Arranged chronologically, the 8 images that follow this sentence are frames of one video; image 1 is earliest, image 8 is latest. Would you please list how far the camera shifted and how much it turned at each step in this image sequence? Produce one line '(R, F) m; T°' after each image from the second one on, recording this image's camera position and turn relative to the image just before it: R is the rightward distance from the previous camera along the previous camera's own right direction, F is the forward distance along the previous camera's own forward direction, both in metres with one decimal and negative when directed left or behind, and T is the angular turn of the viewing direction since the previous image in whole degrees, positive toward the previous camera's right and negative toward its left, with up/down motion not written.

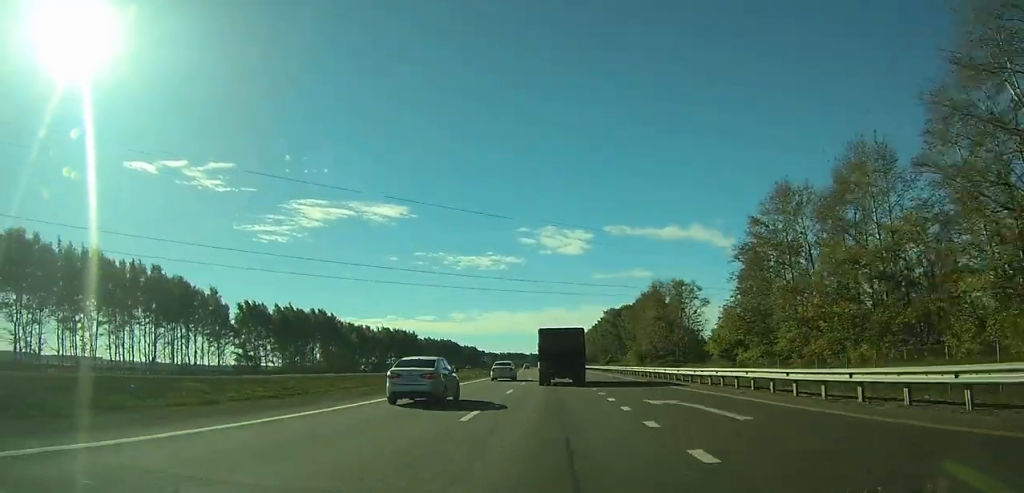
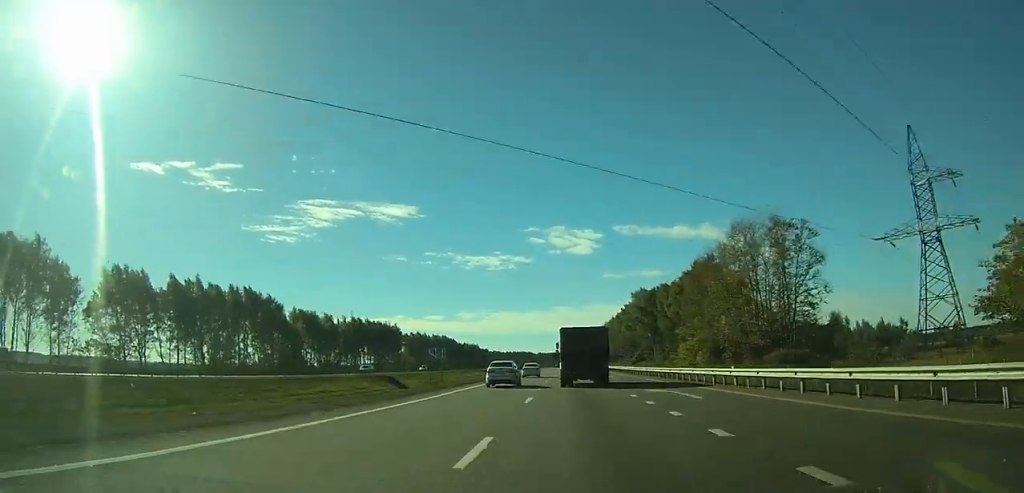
(-0.3, +53.2) m; -1°
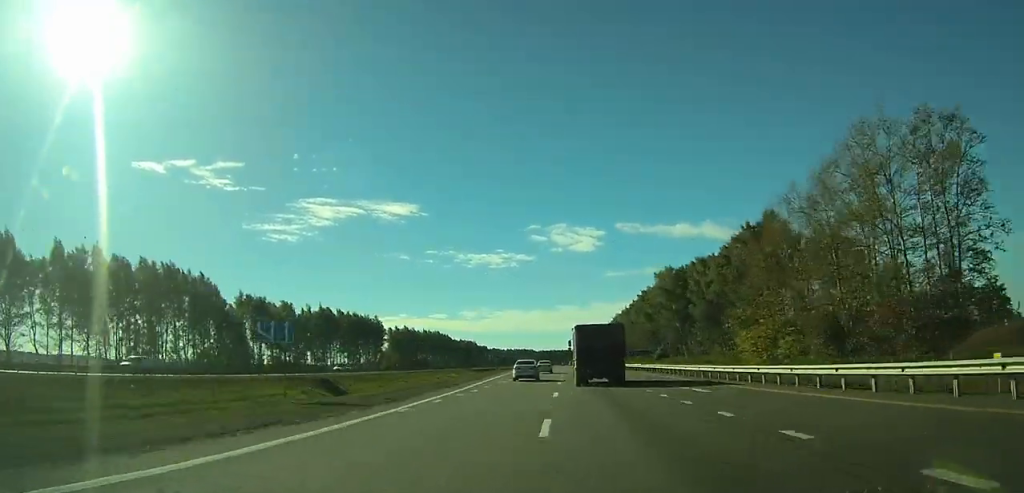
(-0.3, +32.8) m; -1°
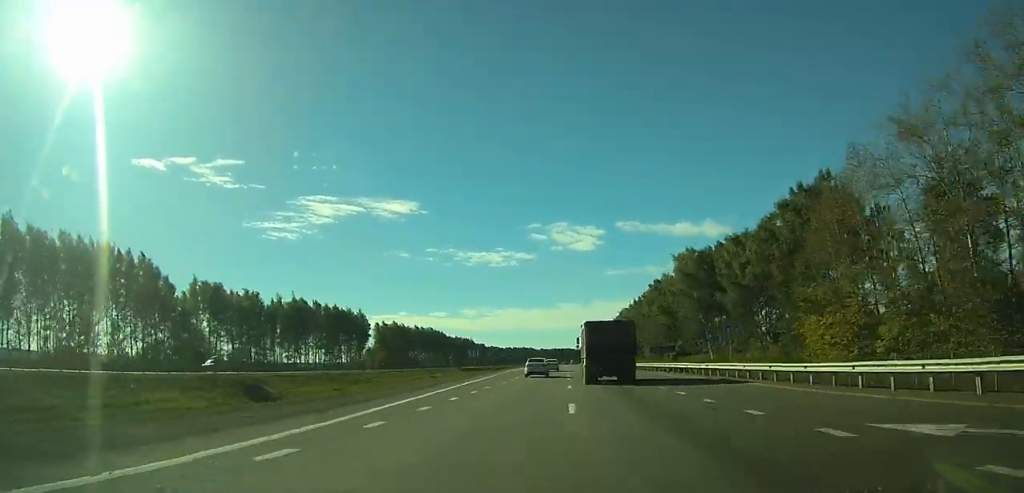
(0.0, +19.9) m; 0°
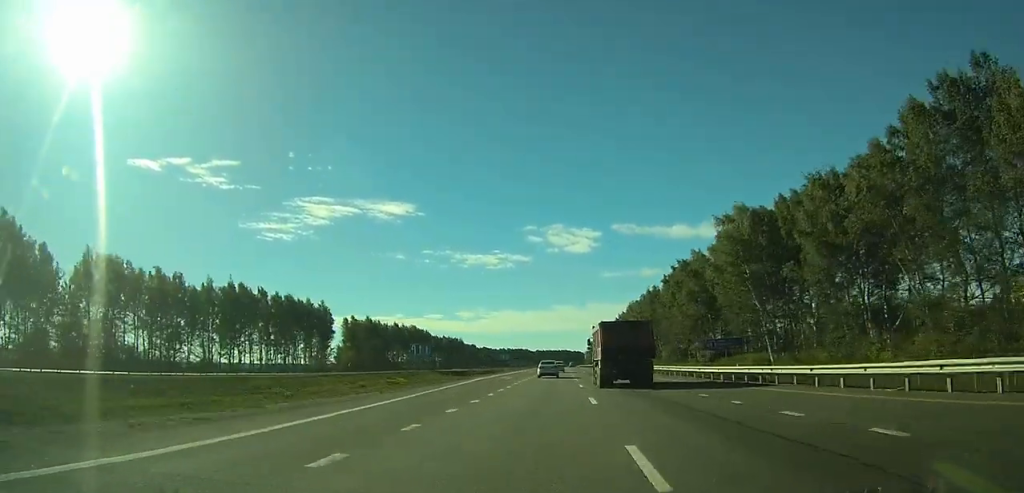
(-0.1, +31.7) m; 0°
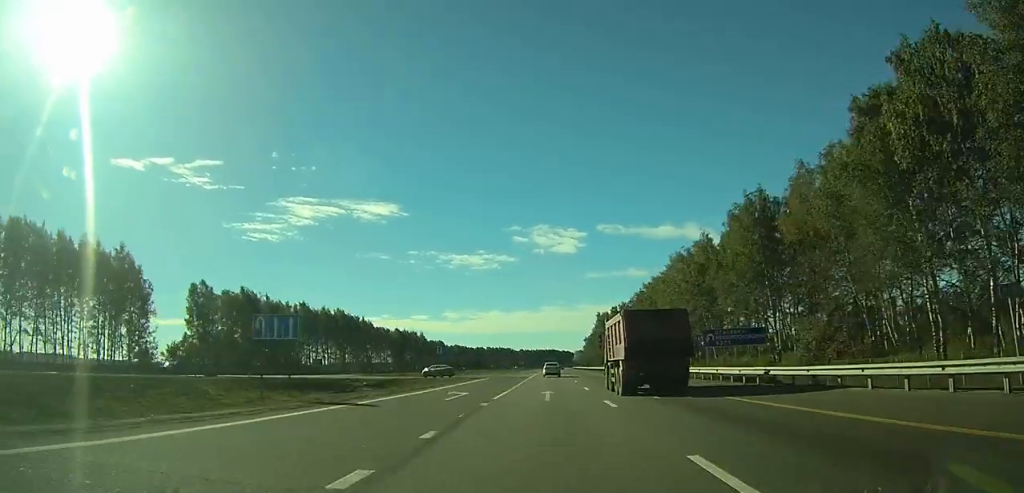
(+0.7, +84.7) m; +1°
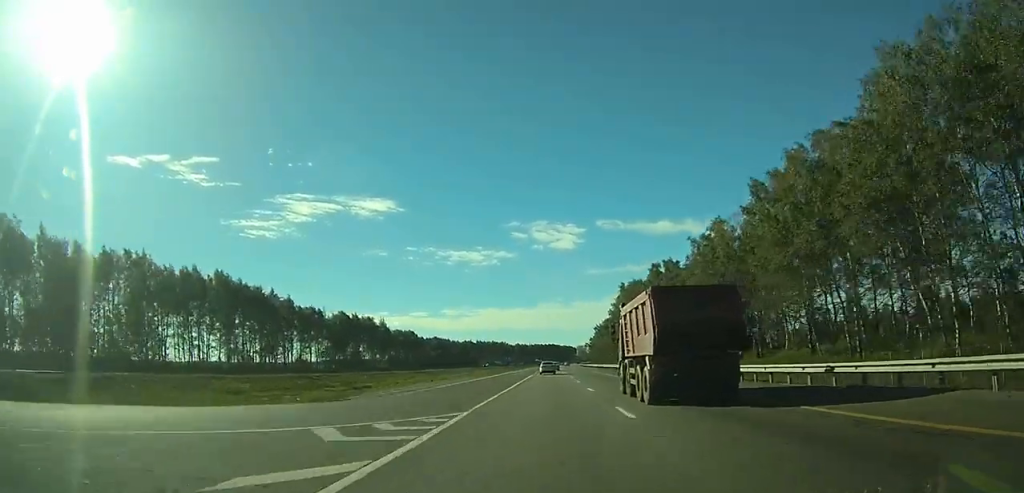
(+0.5, +75.3) m; 0°
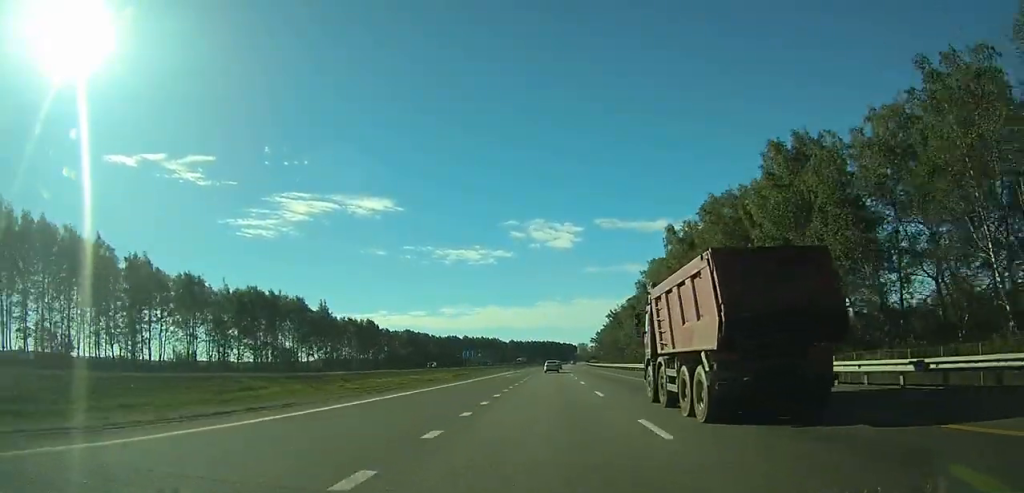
(-0.3, +63.8) m; 0°
